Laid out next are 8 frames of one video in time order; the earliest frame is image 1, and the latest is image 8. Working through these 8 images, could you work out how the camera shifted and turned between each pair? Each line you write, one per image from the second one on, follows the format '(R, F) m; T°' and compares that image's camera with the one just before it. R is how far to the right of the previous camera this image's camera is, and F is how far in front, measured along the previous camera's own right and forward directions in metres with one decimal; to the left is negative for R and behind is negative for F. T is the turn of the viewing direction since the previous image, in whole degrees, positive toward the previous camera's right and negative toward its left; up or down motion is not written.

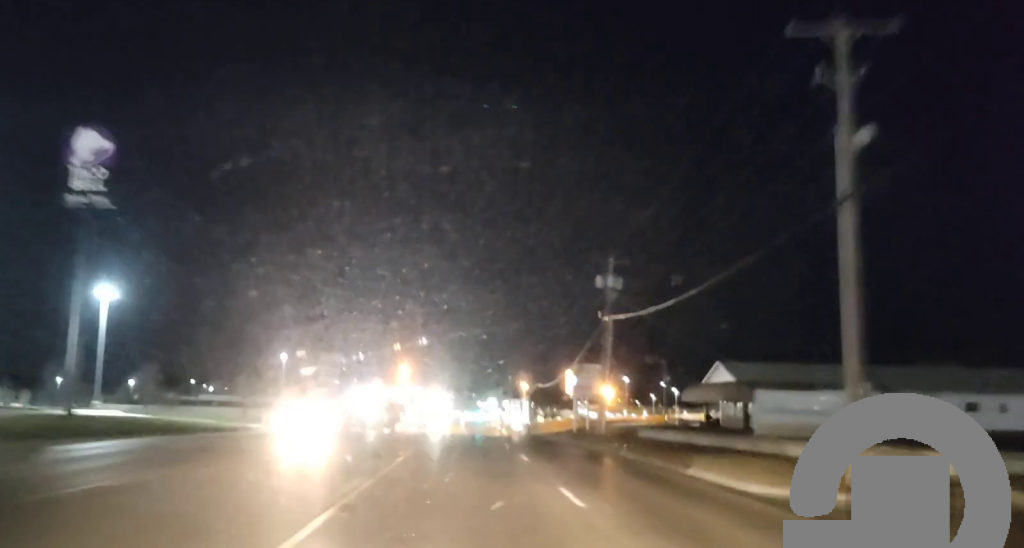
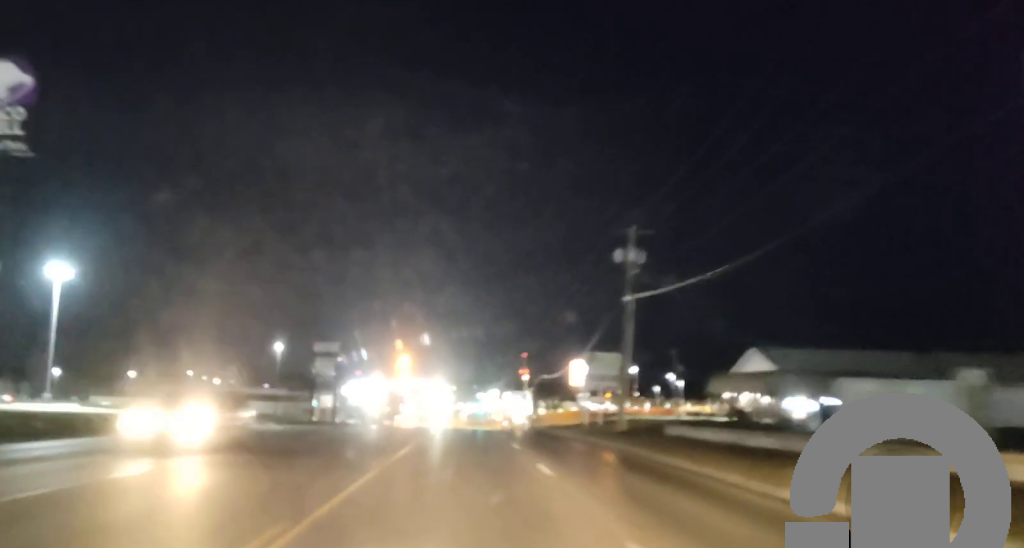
(-0.1, +8.1) m; 0°
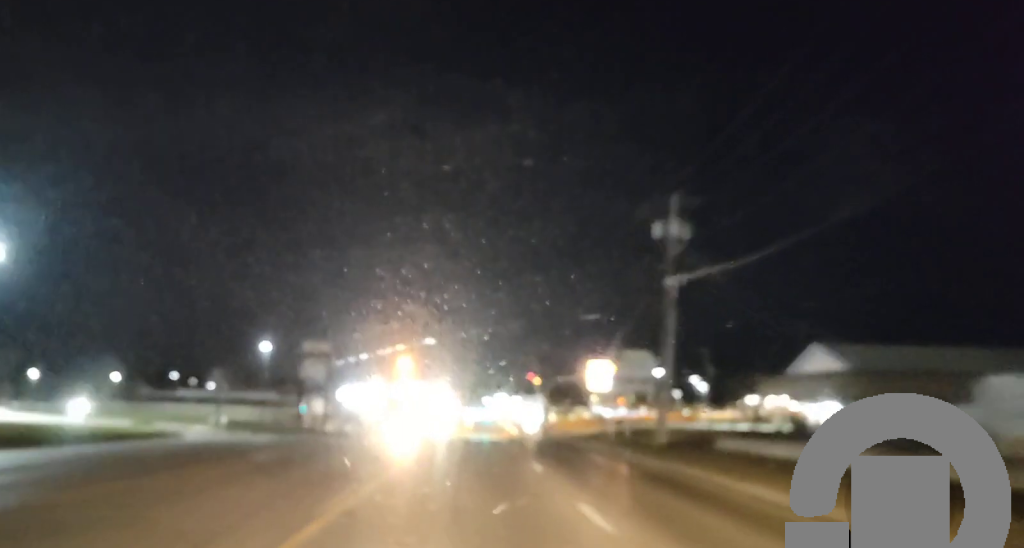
(+0.1, +7.4) m; 0°
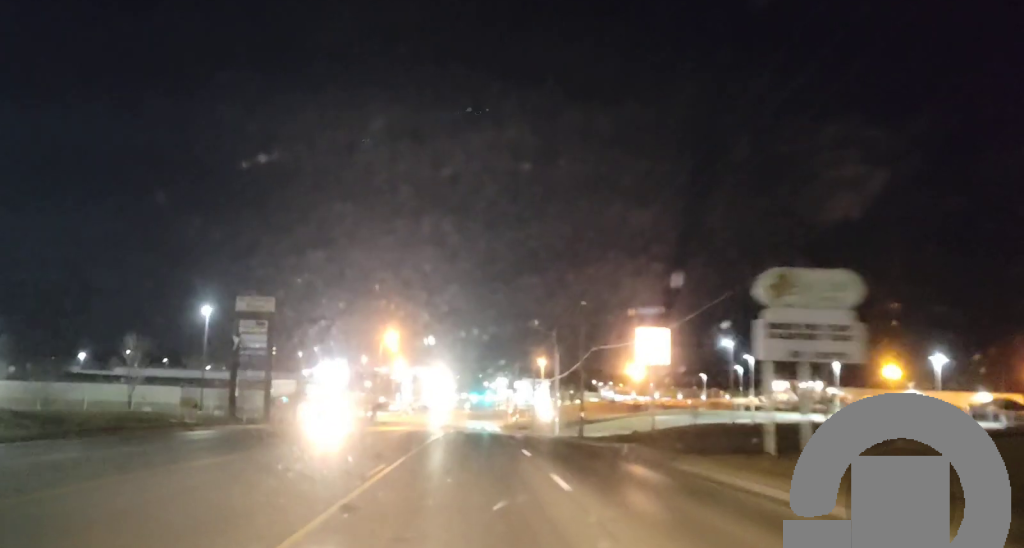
(-0.4, +30.7) m; -1°
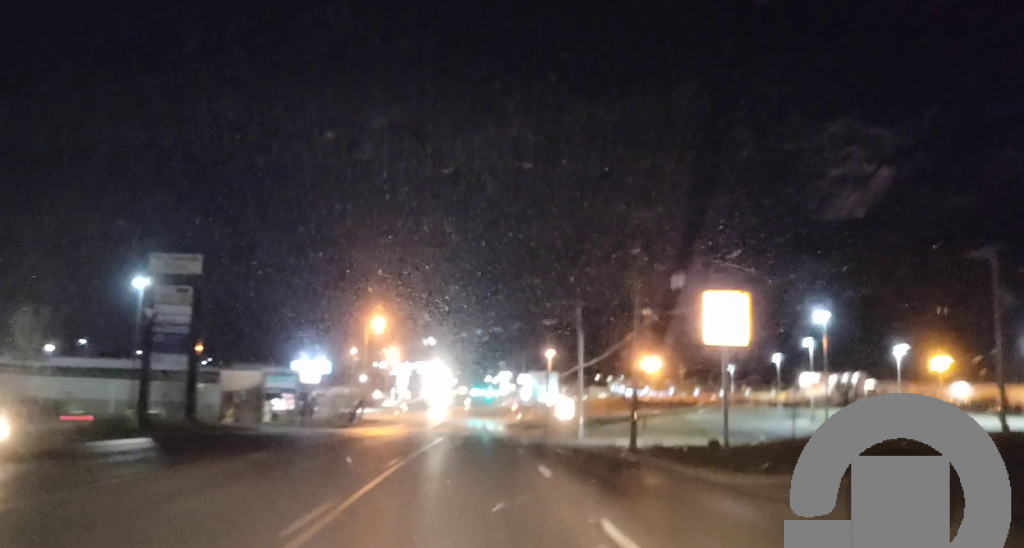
(0.0, +19.6) m; 0°
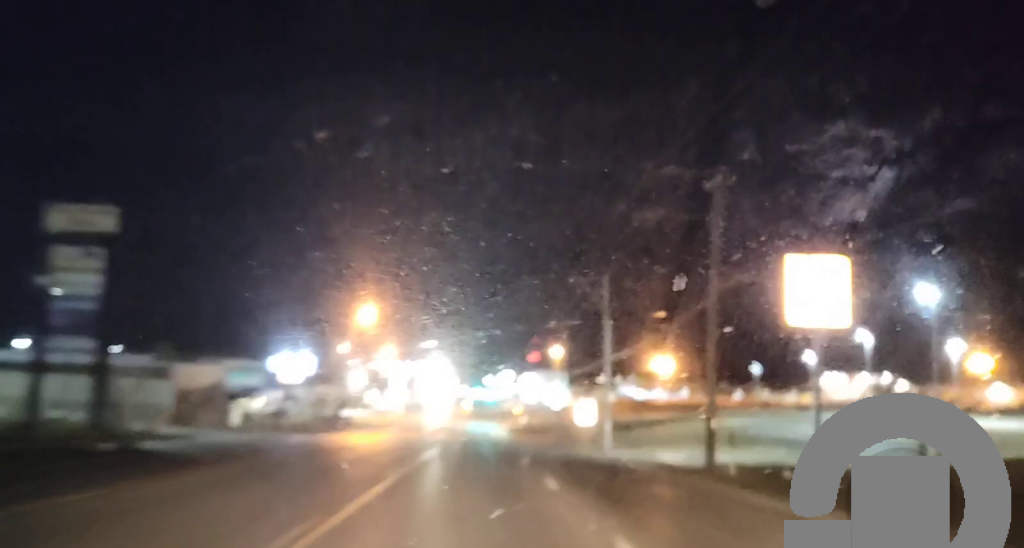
(0.0, +13.0) m; 0°
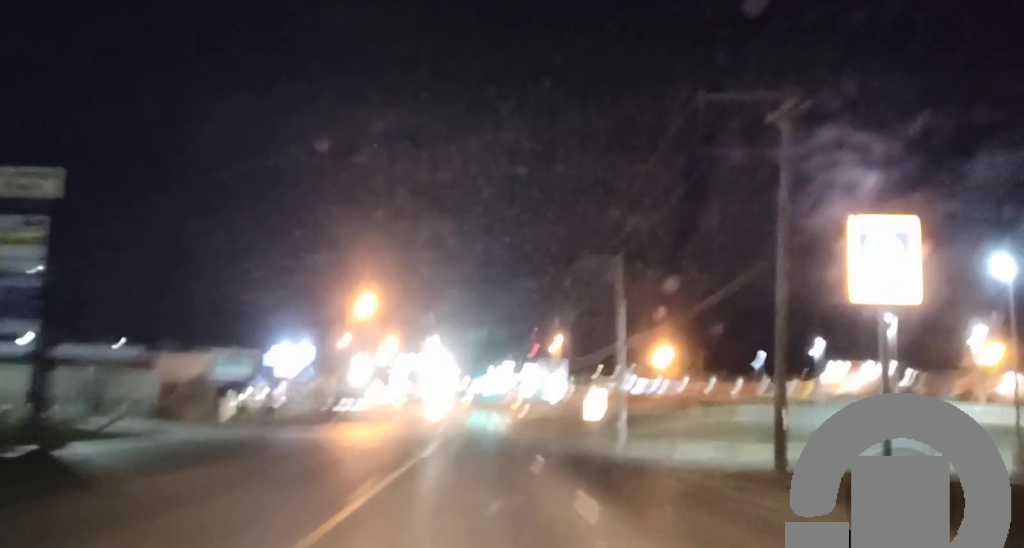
(0.0, +6.5) m; 0°
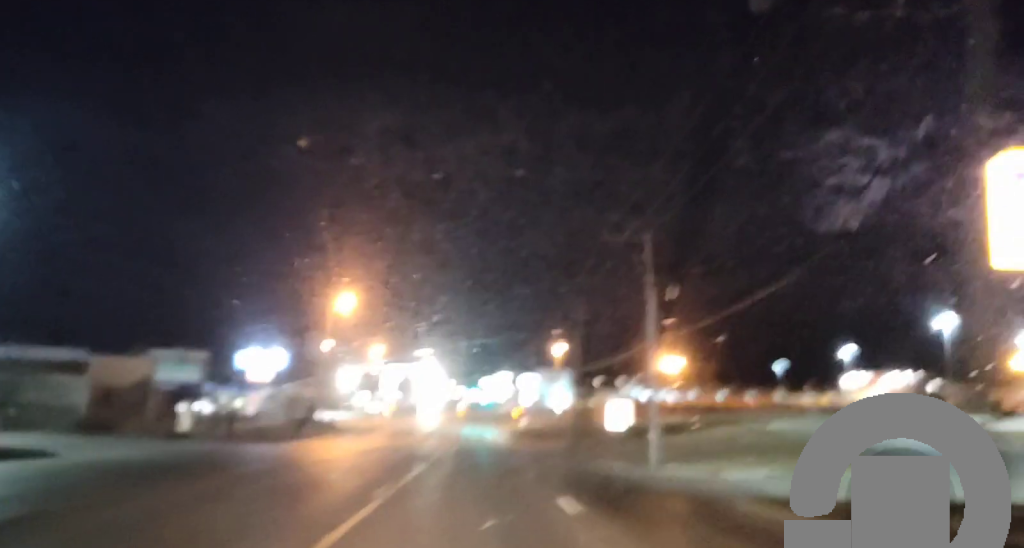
(0.0, +8.6) m; 0°
